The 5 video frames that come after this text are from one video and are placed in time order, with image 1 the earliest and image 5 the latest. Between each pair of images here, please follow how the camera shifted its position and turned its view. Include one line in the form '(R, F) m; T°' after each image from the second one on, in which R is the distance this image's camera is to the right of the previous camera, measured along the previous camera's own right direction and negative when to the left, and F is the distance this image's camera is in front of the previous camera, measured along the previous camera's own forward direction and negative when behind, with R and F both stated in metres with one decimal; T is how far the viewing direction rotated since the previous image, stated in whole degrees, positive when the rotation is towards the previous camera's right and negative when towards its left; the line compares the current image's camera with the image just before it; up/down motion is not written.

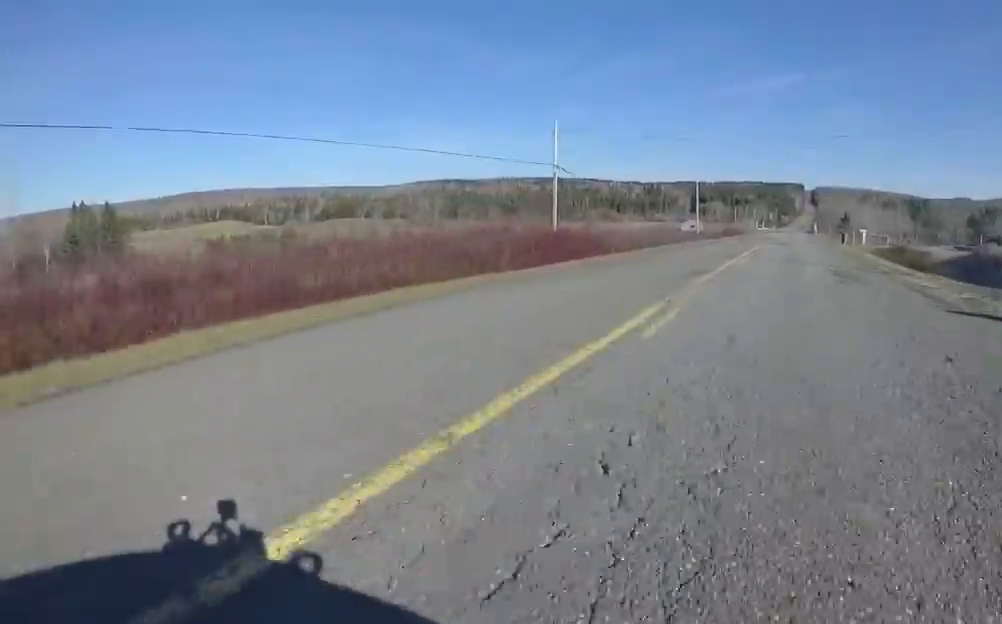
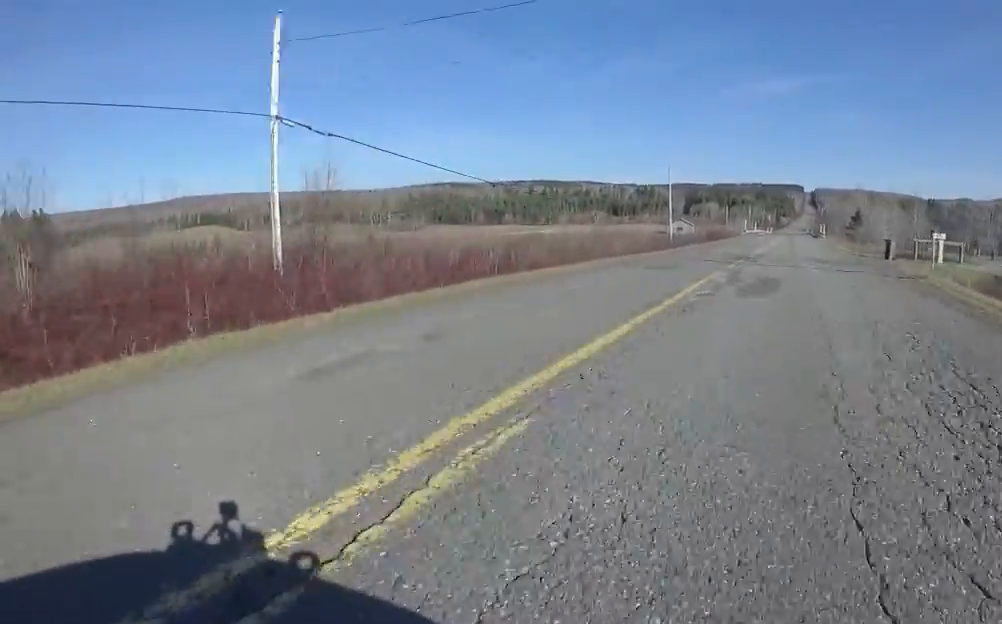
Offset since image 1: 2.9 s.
(+0.9, +24.0) m; 0°
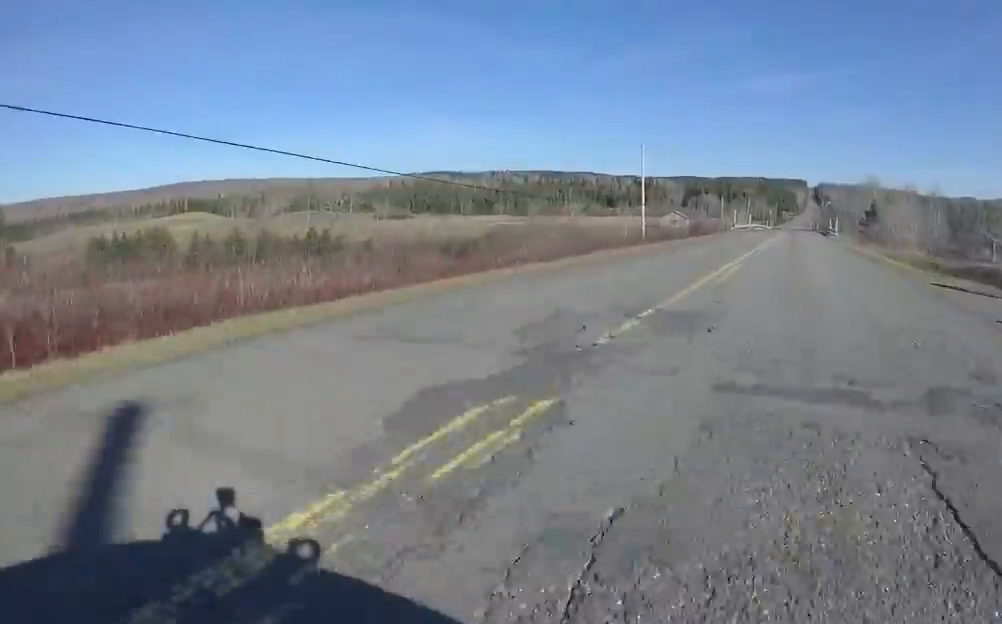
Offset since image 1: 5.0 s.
(+0.5, +17.3) m; +5°
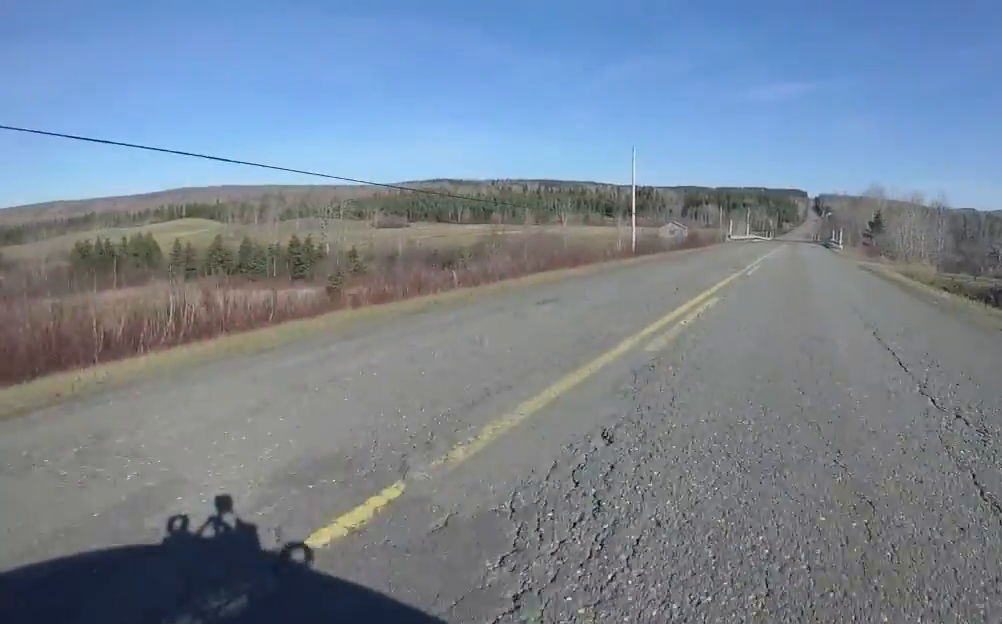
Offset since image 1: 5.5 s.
(0.0, +4.5) m; 0°
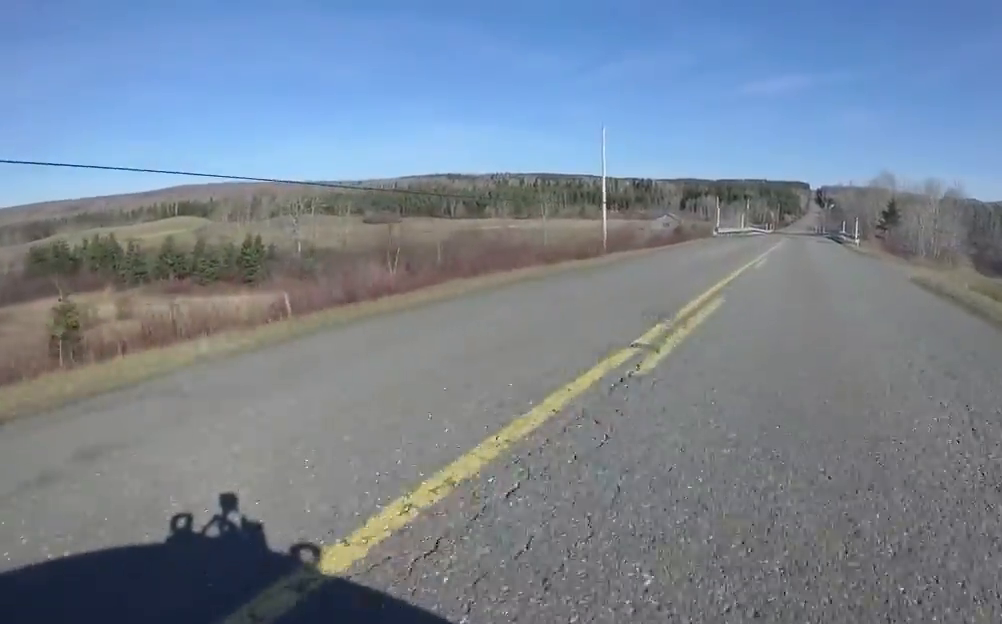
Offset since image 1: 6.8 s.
(+0.1, +10.5) m; 0°
